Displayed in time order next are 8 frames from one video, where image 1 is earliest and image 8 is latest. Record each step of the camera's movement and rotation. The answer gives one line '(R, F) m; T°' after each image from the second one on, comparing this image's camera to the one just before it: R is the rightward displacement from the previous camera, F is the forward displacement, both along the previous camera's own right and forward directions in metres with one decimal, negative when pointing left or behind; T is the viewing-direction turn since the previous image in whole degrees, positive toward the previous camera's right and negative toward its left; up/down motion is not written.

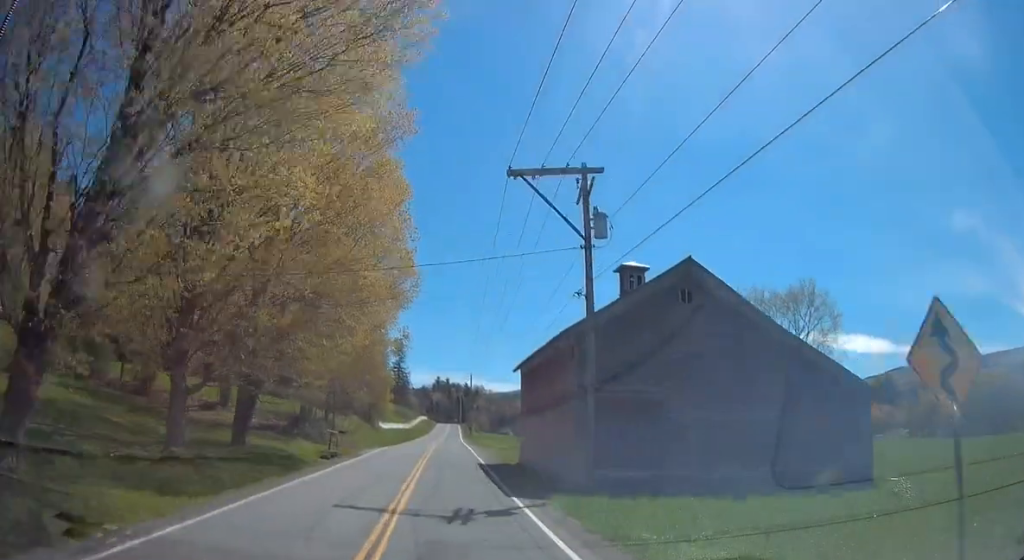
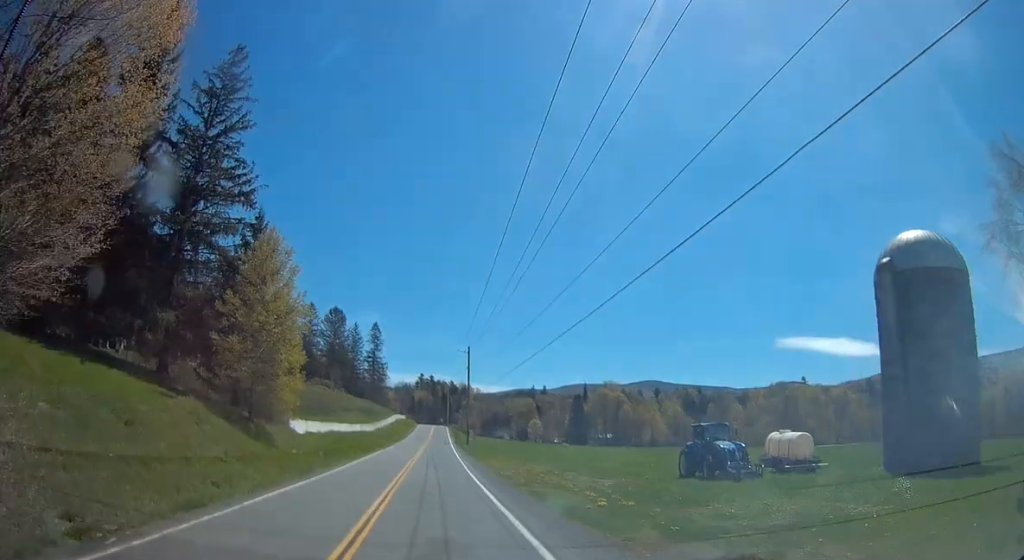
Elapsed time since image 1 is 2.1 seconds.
(-0.3, +43.6) m; -1°
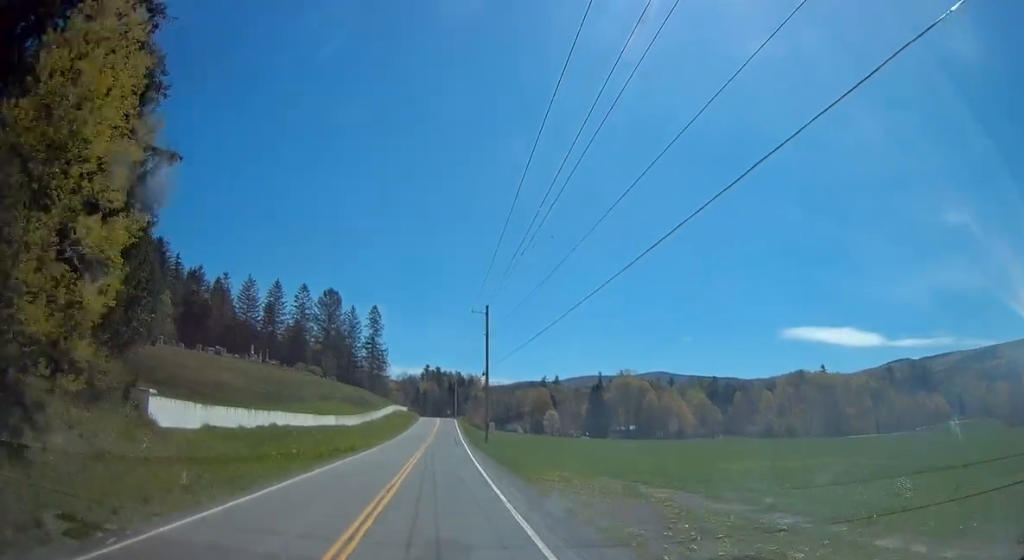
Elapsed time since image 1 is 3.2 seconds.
(+0.3, +20.9) m; +1°
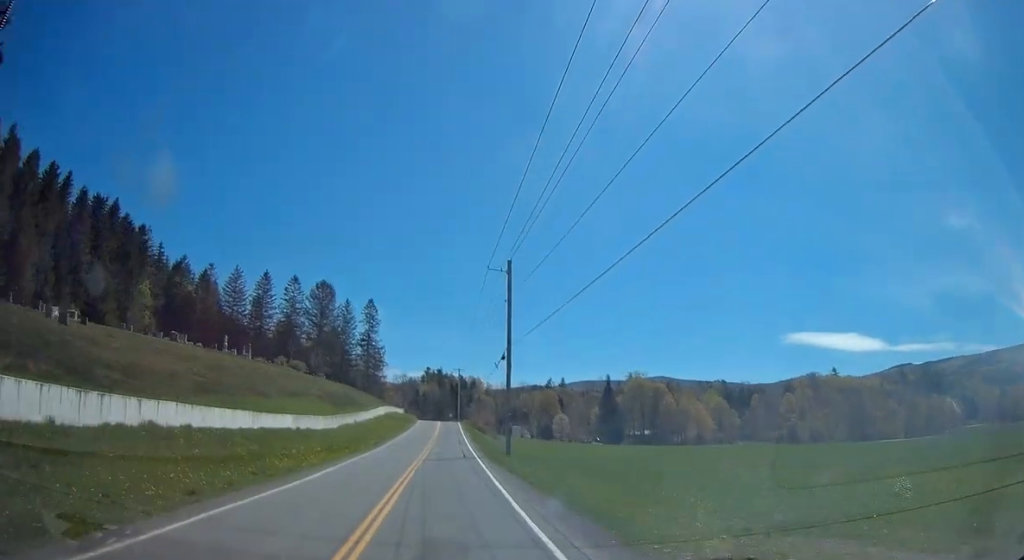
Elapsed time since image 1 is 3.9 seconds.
(+0.1, +15.6) m; 0°
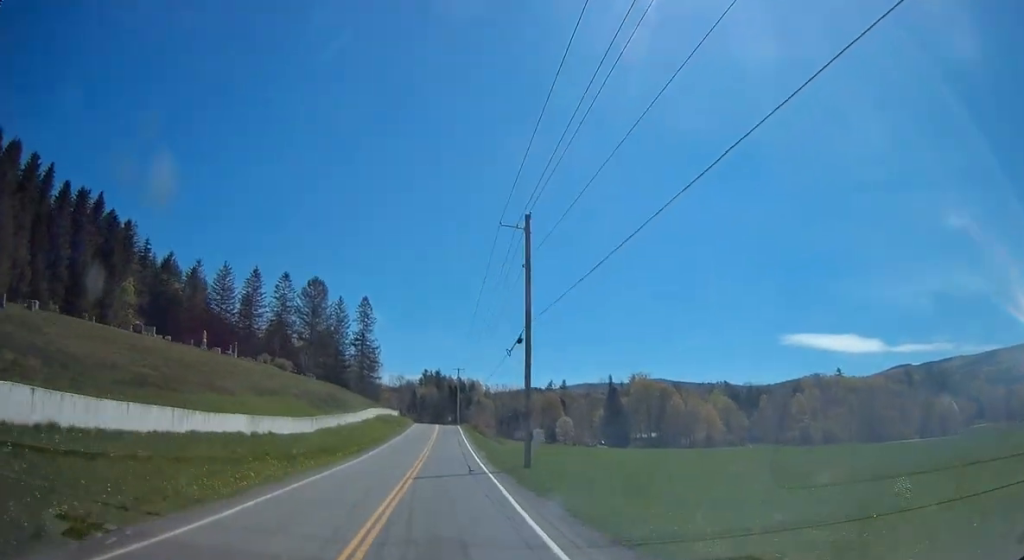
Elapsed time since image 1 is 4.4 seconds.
(0.0, +8.8) m; 0°
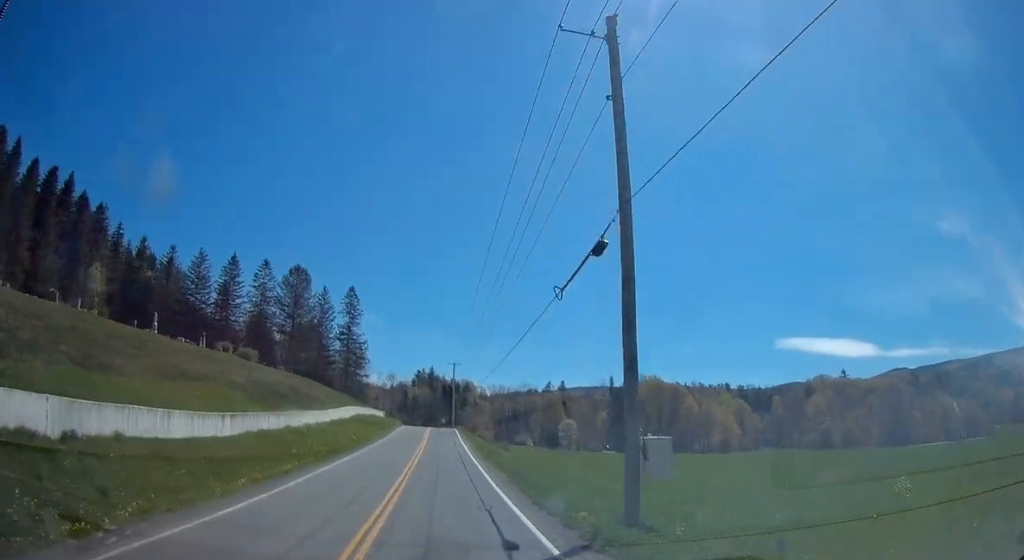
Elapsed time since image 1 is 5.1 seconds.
(0.0, +15.5) m; 0°
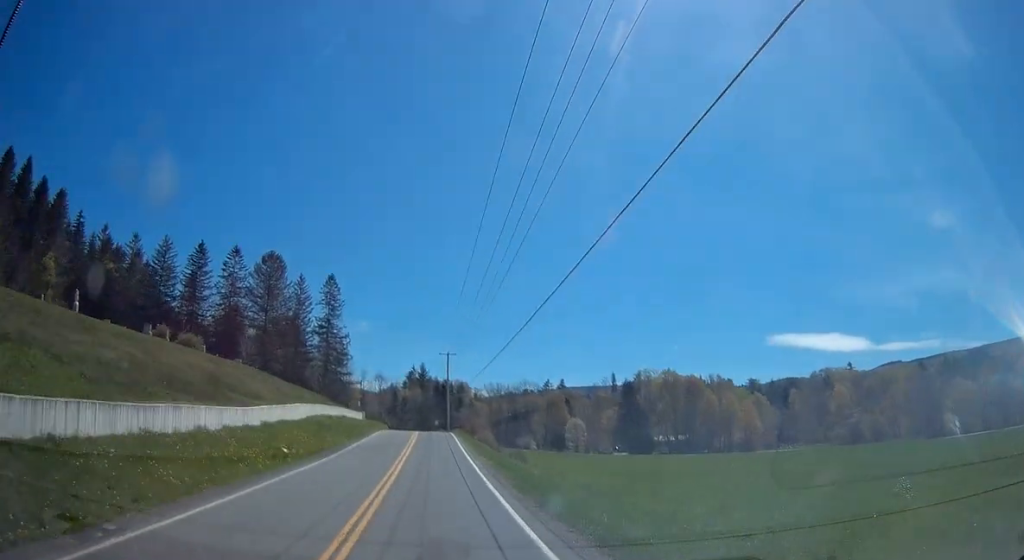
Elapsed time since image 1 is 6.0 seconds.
(+0.1, +18.0) m; +1°
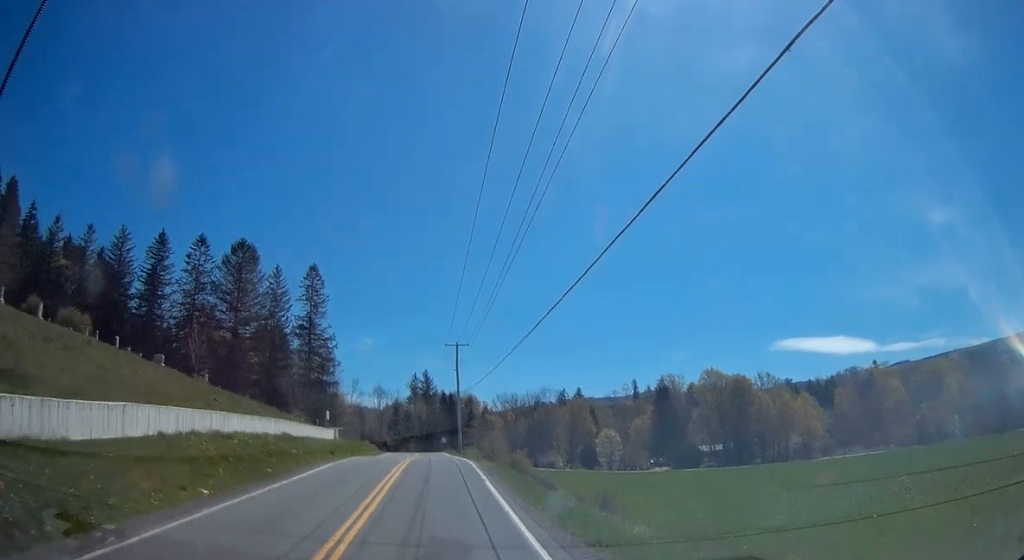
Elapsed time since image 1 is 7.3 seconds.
(+0.4, +25.3) m; -1°
